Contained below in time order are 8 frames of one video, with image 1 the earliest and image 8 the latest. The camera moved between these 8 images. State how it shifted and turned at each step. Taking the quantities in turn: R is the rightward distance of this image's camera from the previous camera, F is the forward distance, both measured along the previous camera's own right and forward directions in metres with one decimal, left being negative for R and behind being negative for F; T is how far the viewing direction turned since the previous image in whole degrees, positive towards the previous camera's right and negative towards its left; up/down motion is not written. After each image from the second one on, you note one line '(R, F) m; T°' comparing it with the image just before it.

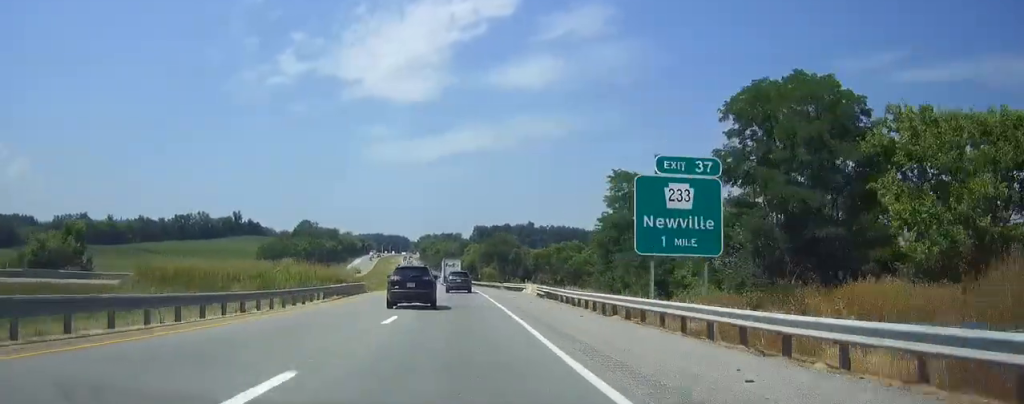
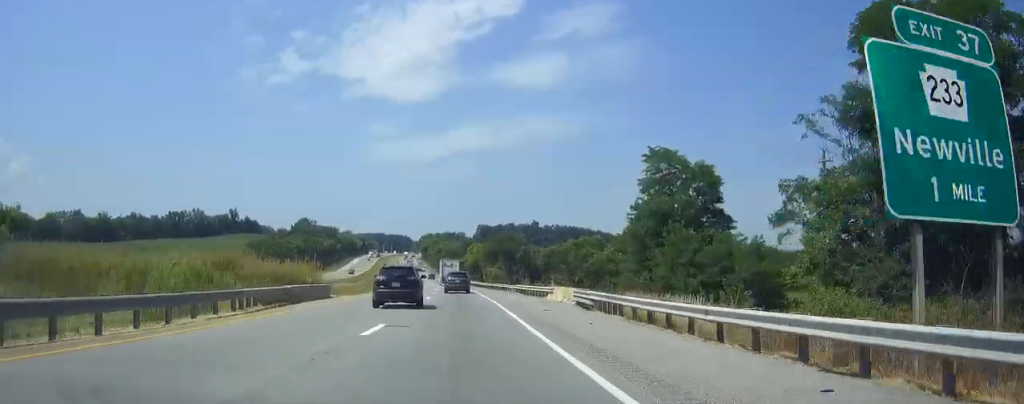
(0.0, +15.8) m; 0°
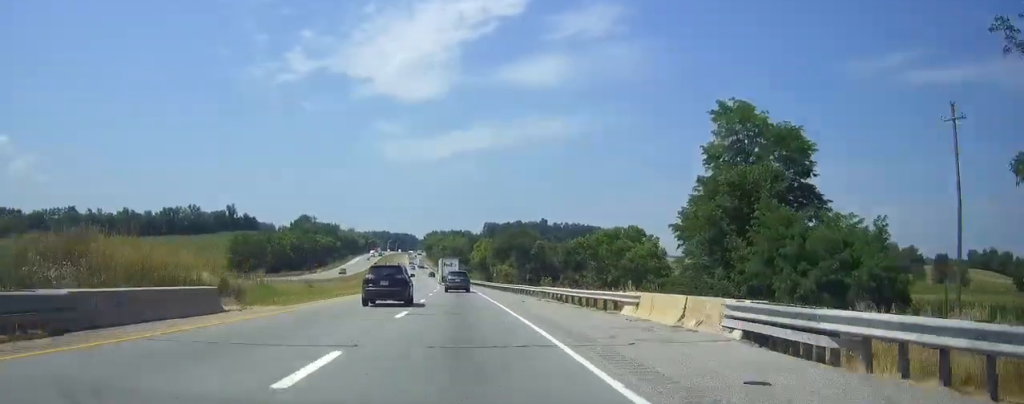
(0.0, +18.8) m; 0°
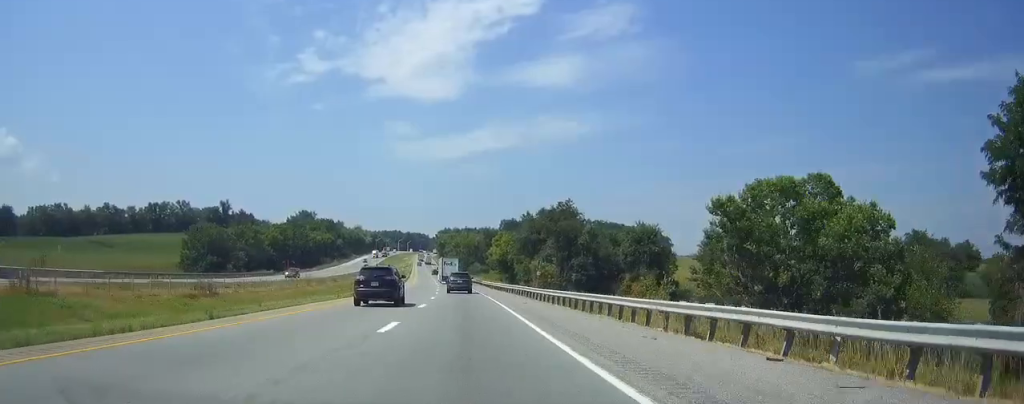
(-0.2, +41.7) m; -1°
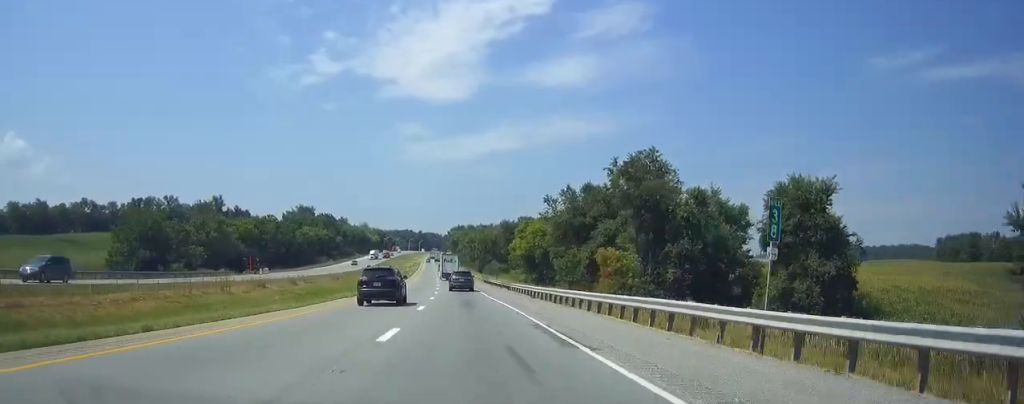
(-0.4, +38.6) m; -1°
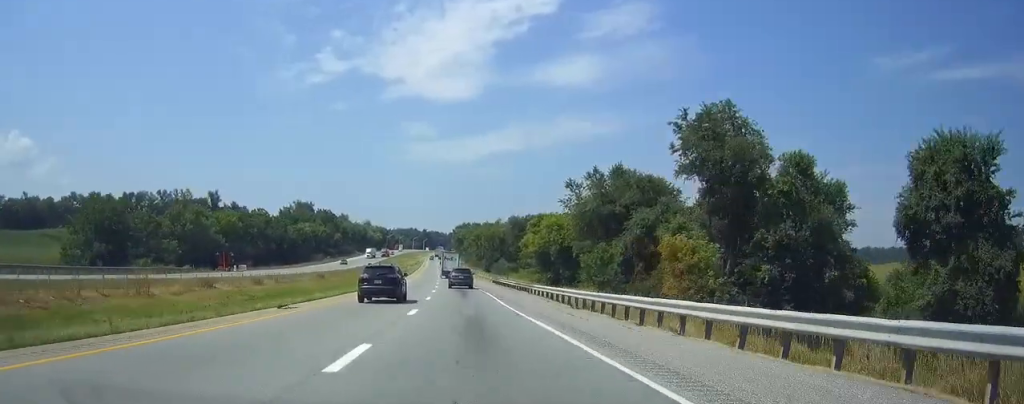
(-0.1, +16.8) m; -1°
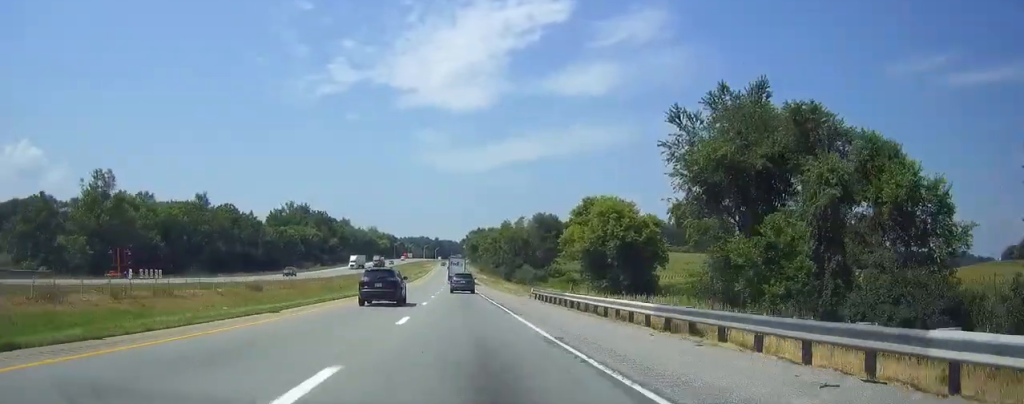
(-0.5, +39.1) m; -1°
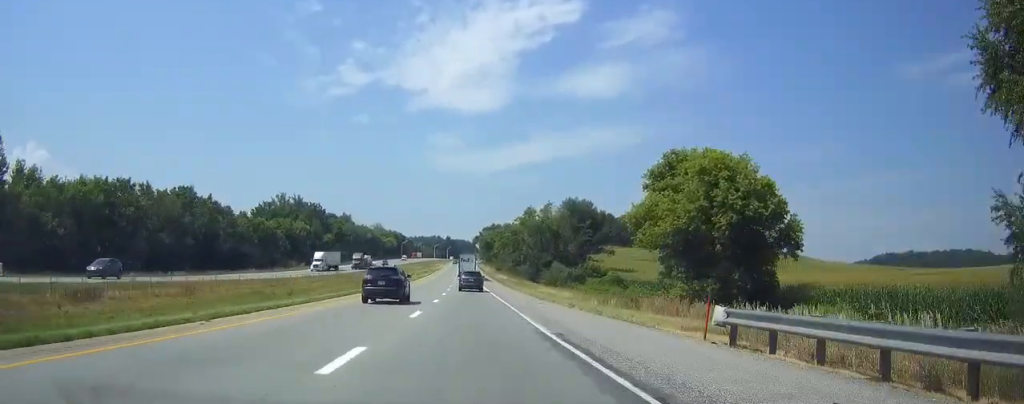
(-0.2, +34.1) m; -1°
